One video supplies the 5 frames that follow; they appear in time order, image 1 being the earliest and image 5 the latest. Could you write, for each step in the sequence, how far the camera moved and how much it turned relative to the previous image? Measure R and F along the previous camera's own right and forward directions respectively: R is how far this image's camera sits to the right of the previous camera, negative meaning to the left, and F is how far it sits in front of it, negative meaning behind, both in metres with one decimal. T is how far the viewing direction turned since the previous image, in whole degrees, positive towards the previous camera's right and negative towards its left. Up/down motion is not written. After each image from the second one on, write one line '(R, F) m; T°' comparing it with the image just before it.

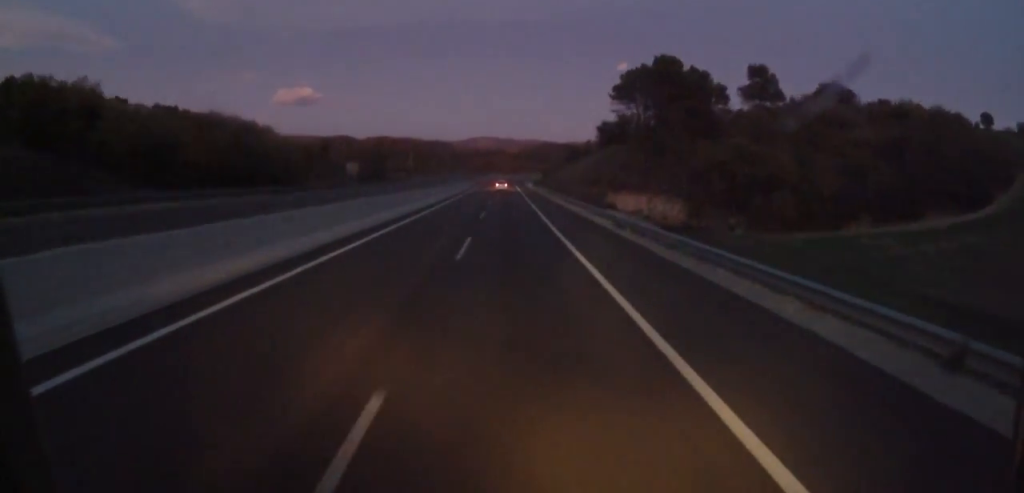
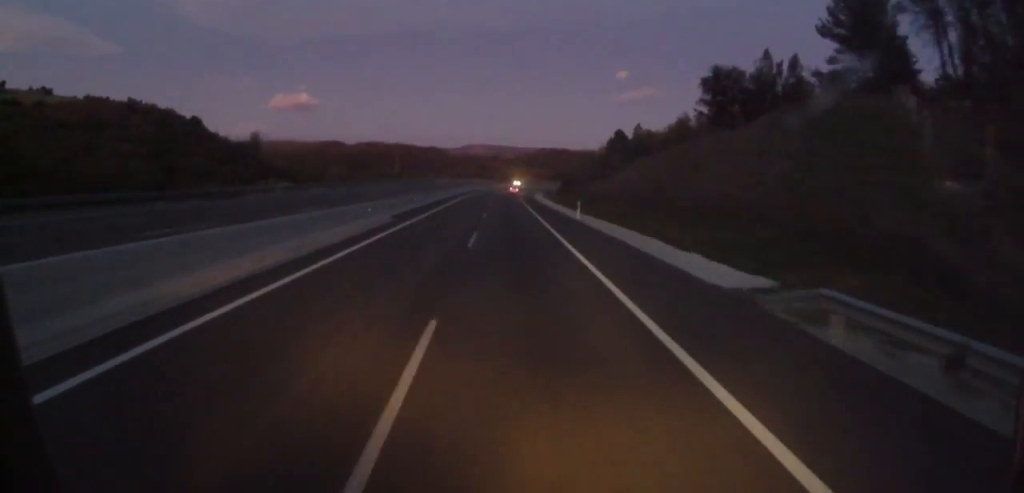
(-0.1, +87.7) m; -6°
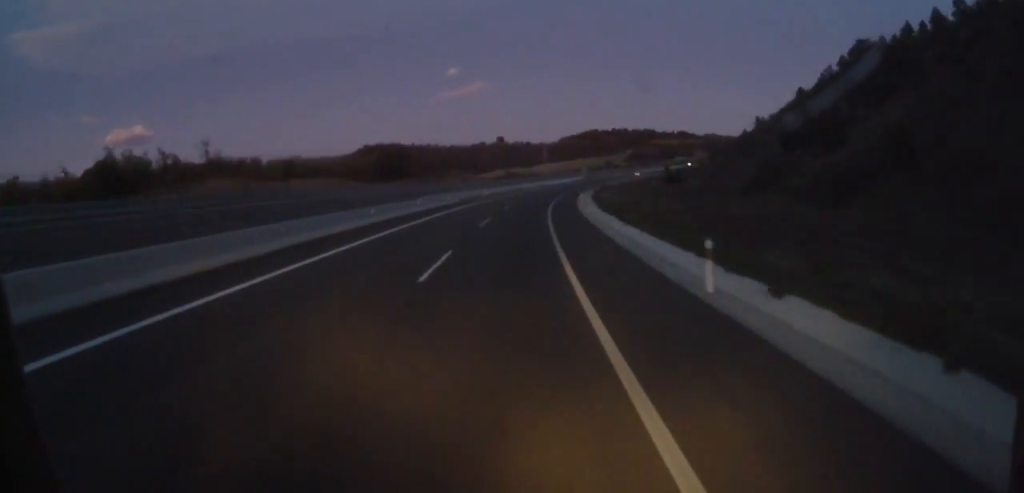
(-24.7, +260.8) m; +23°
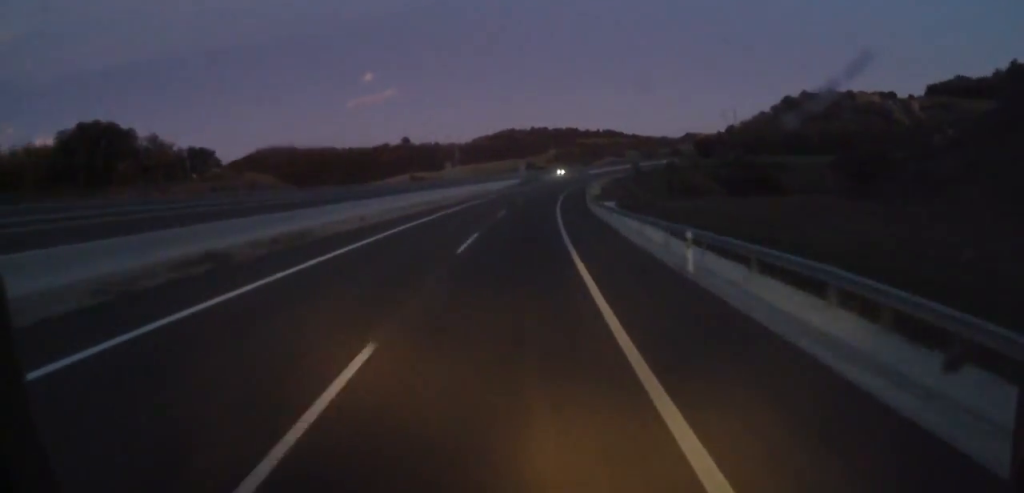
(+2.0, +109.7) m; +6°
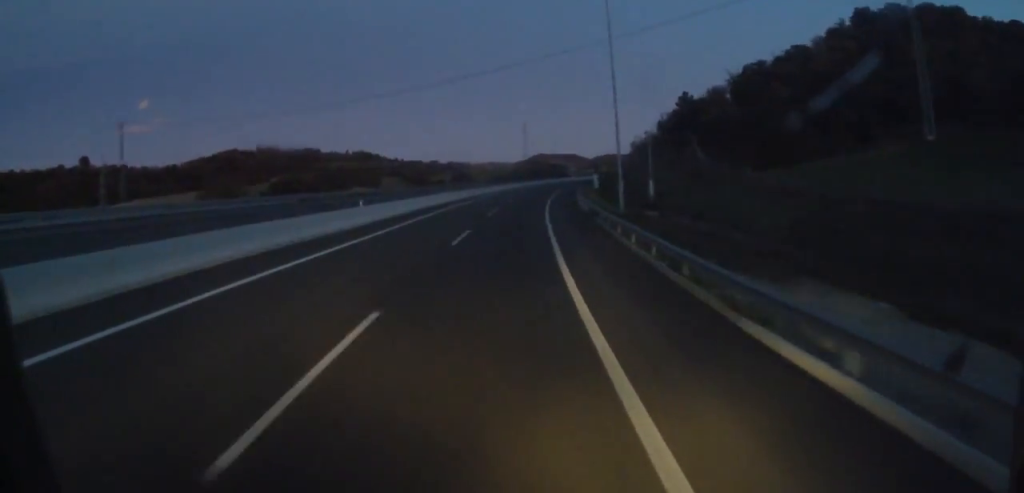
(+52.7, +263.9) m; +22°
